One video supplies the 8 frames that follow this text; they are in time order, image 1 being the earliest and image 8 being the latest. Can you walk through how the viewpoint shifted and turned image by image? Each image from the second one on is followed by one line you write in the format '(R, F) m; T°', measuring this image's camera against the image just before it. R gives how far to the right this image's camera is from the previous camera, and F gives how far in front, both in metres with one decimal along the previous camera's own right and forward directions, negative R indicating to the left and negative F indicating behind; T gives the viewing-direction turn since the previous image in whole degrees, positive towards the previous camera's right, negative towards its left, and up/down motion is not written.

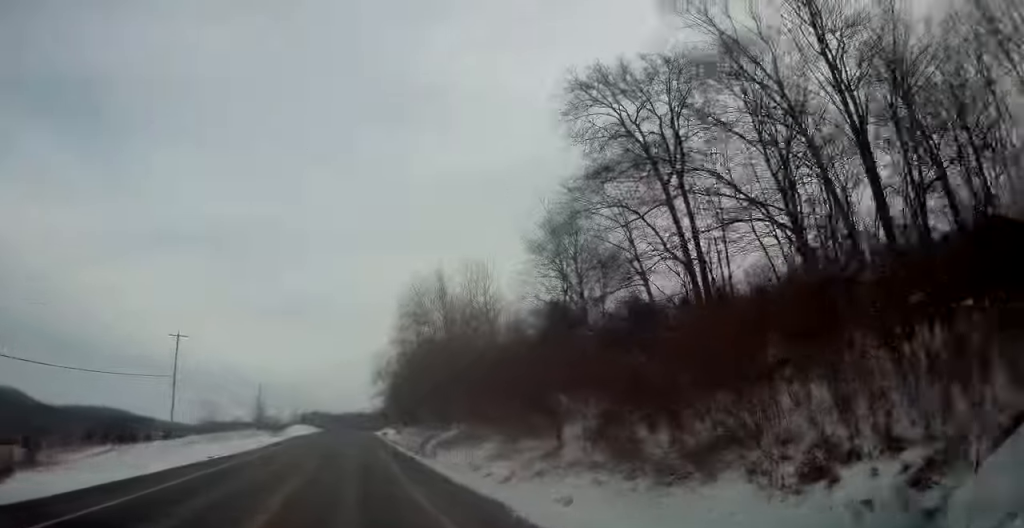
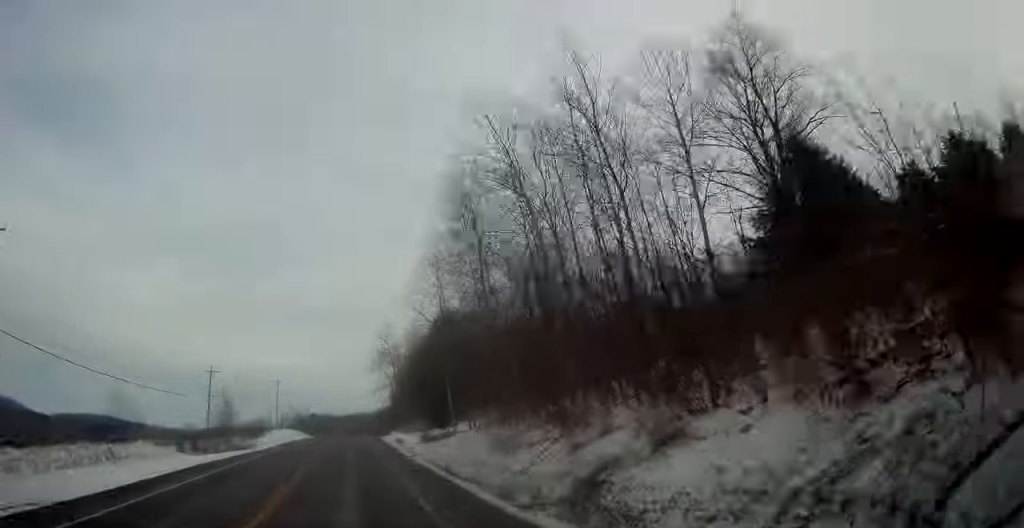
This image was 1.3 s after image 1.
(-0.3, +33.8) m; 0°
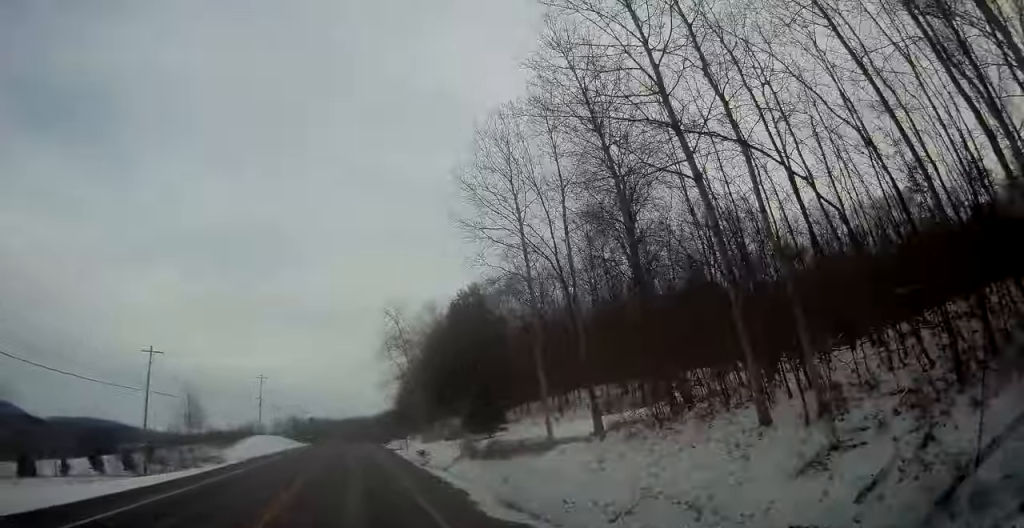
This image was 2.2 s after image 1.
(+0.2, +21.0) m; +1°
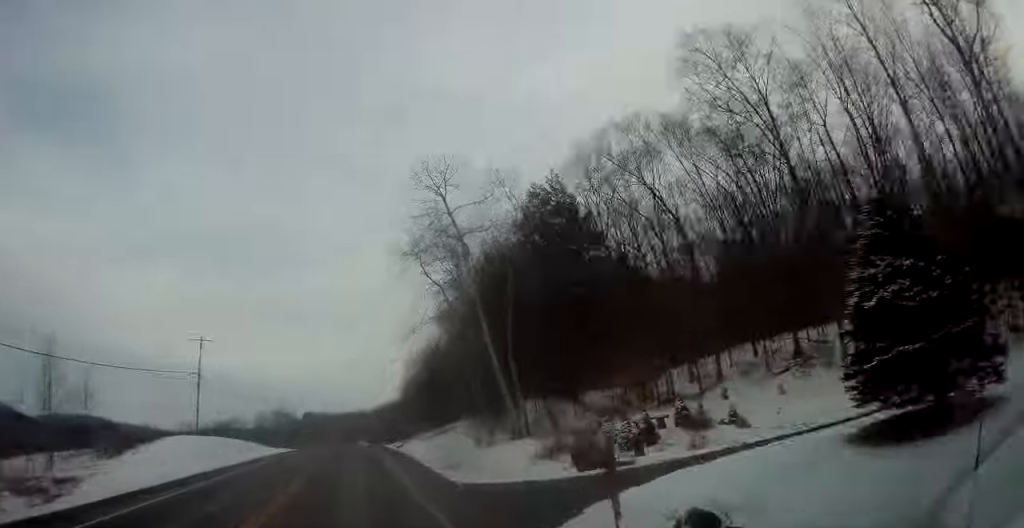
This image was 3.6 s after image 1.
(+0.3, +36.8) m; 0°
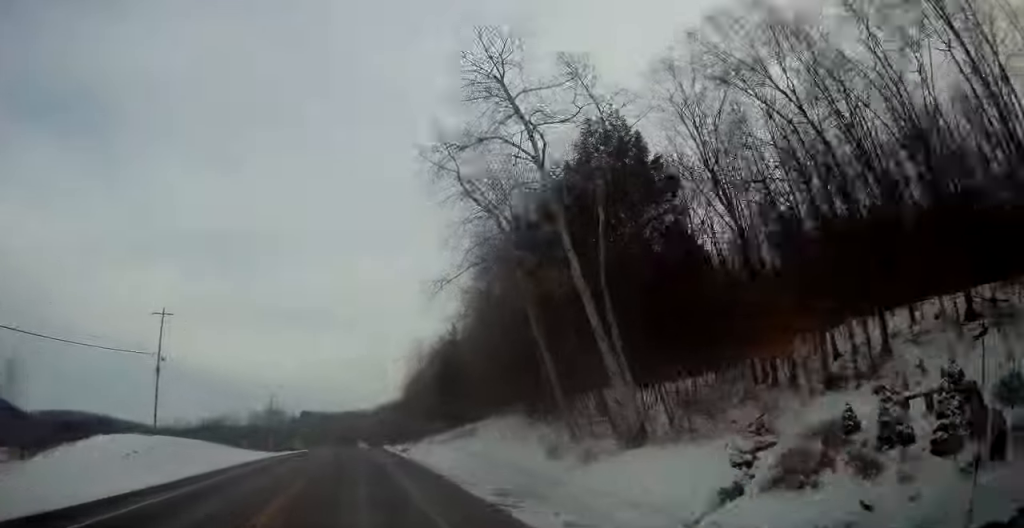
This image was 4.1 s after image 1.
(-0.1, +12.3) m; 0°
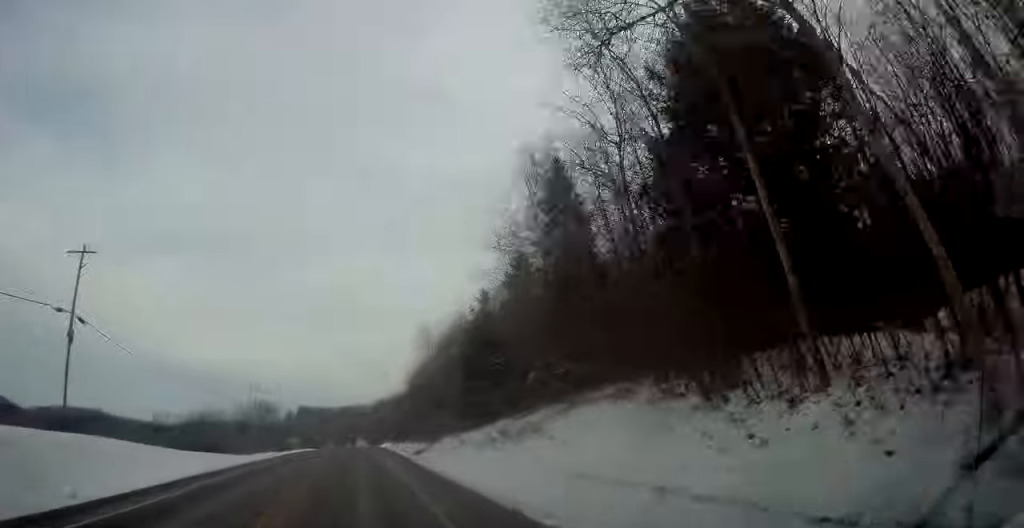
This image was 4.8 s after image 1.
(-0.1, +15.5) m; 0°
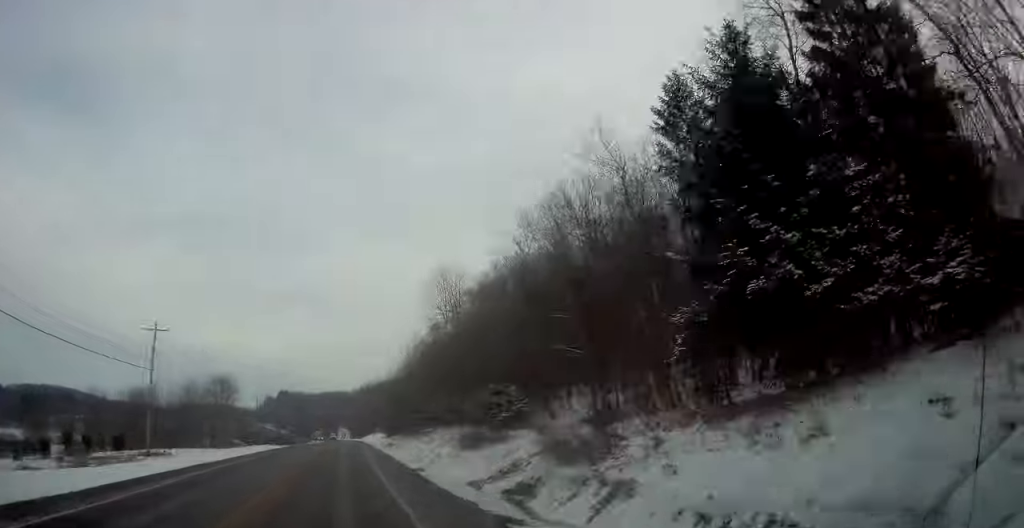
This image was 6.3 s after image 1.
(+0.5, +38.0) m; +2°
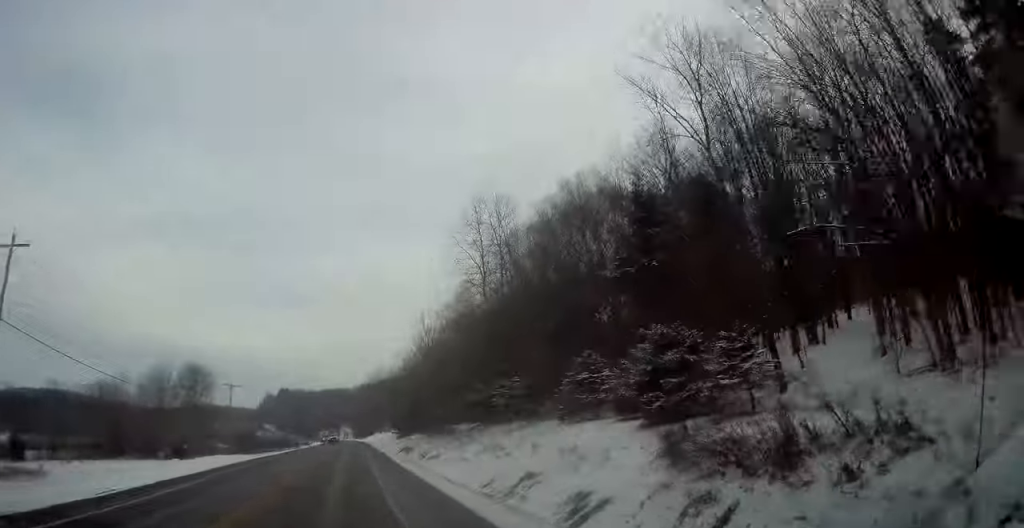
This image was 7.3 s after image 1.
(+0.1, +22.6) m; 0°
